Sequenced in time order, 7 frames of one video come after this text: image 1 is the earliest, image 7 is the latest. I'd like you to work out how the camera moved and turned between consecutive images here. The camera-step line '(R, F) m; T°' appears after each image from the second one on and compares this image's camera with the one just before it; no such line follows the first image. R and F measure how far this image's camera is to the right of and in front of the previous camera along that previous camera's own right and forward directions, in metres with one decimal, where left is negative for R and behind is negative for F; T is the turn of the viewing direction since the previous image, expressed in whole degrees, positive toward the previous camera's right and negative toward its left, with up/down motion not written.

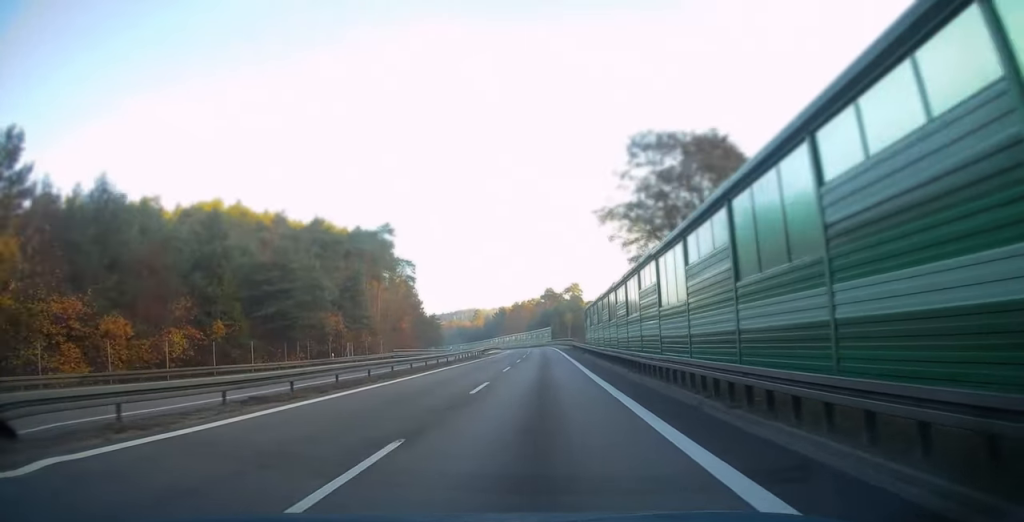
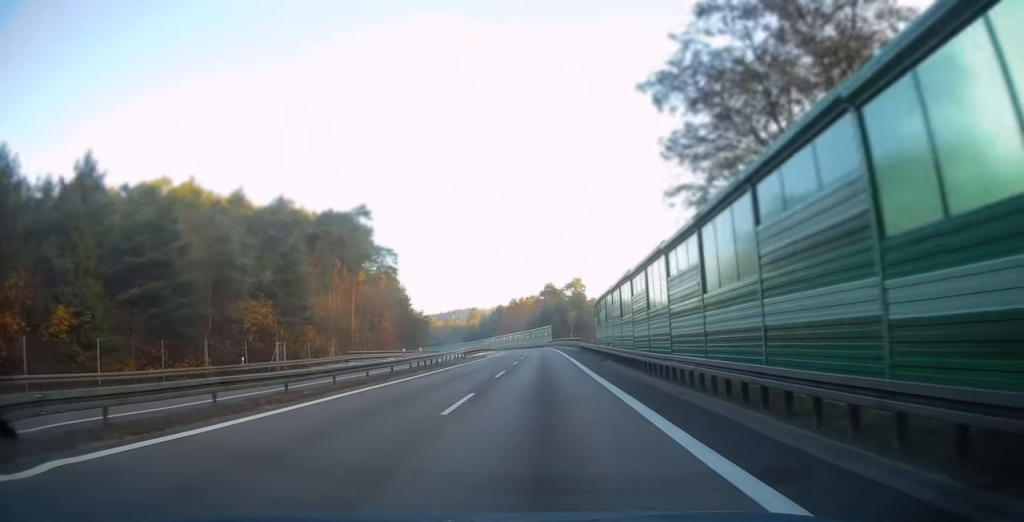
(0.0, +16.5) m; 0°
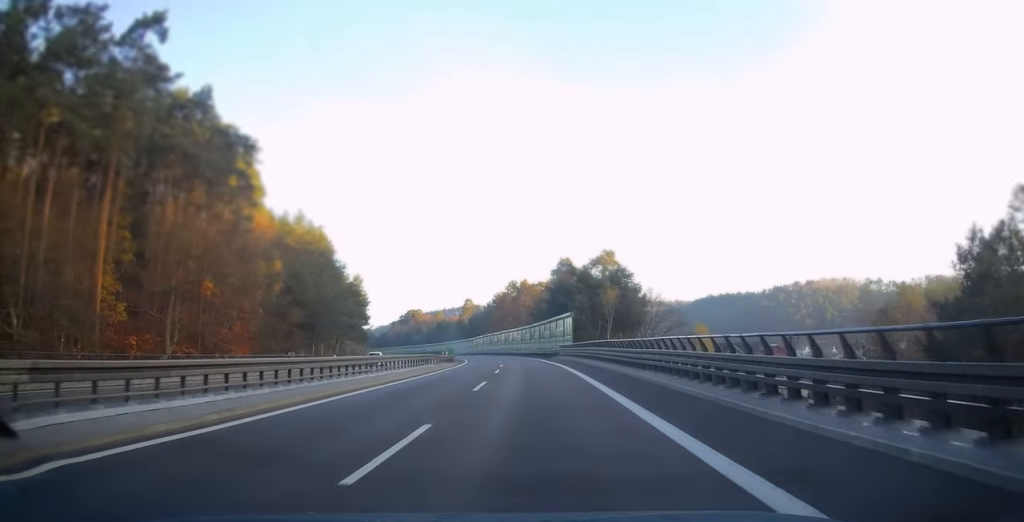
(-0.5, +65.8) m; -1°
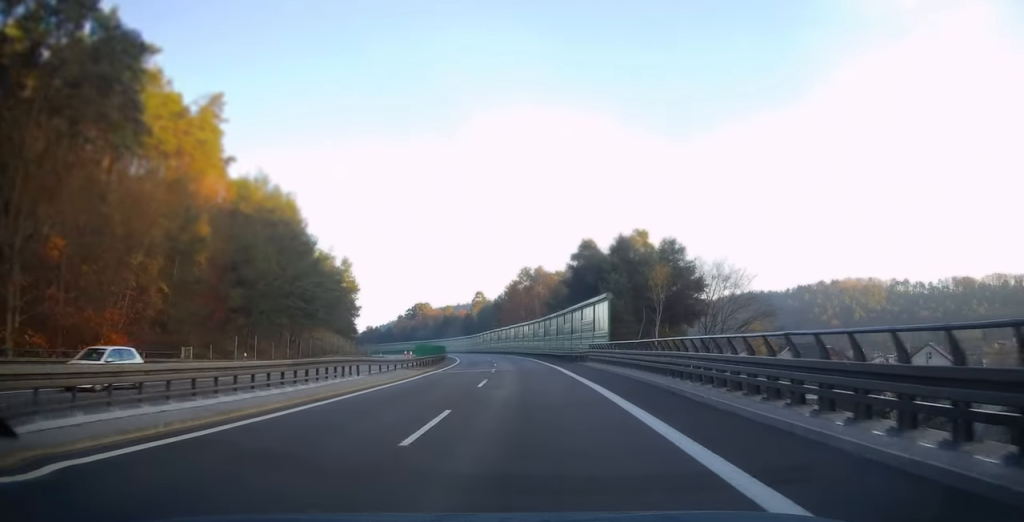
(-0.1, +21.6) m; -1°
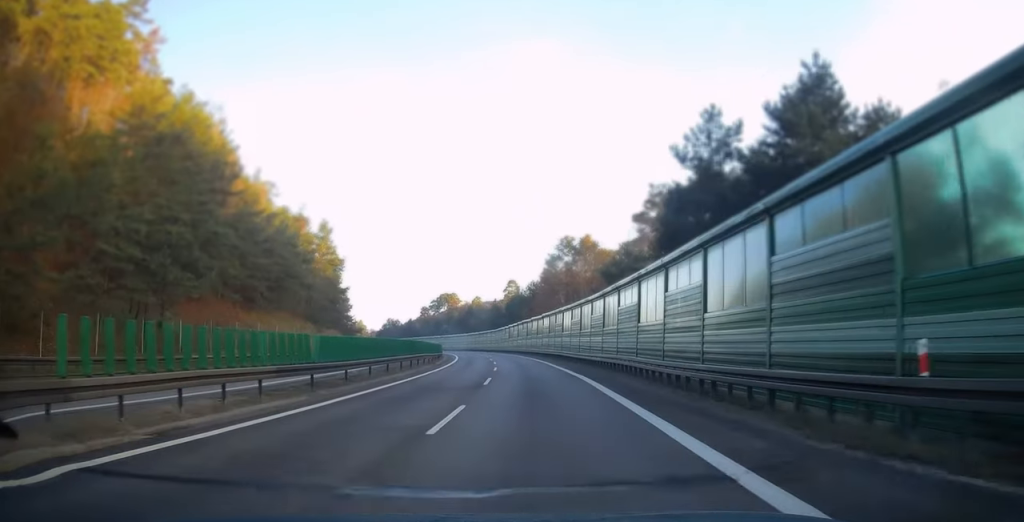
(-1.0, +34.8) m; -3°
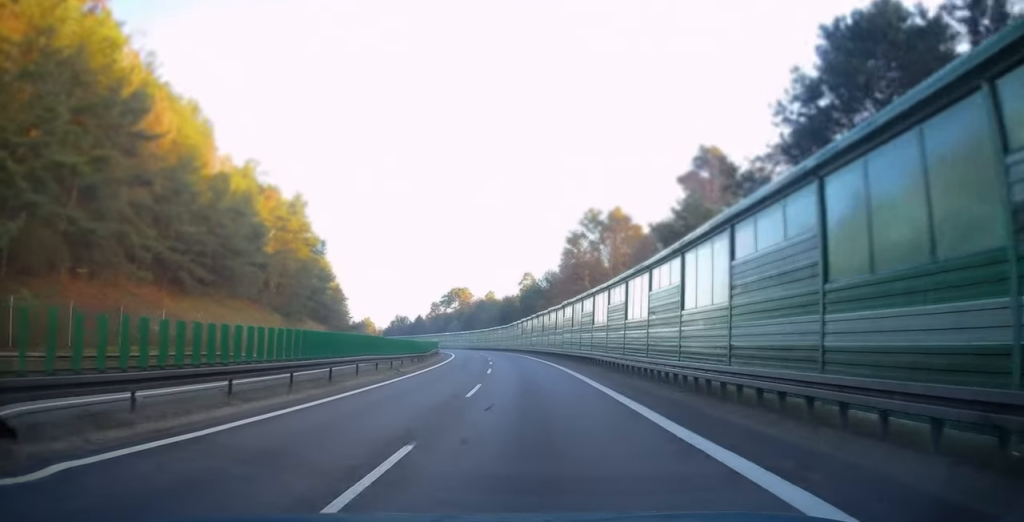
(-0.3, +17.7) m; -2°
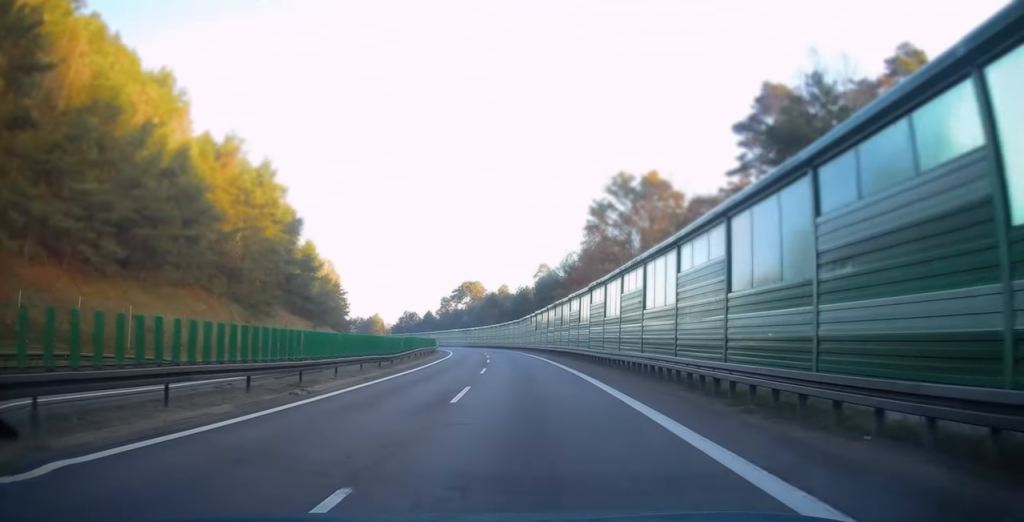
(-0.1, +14.8) m; -2°
